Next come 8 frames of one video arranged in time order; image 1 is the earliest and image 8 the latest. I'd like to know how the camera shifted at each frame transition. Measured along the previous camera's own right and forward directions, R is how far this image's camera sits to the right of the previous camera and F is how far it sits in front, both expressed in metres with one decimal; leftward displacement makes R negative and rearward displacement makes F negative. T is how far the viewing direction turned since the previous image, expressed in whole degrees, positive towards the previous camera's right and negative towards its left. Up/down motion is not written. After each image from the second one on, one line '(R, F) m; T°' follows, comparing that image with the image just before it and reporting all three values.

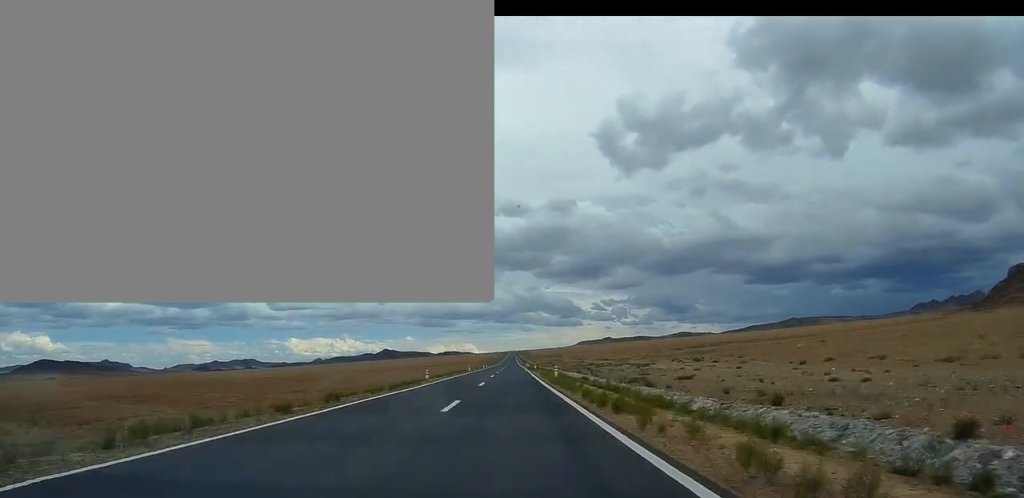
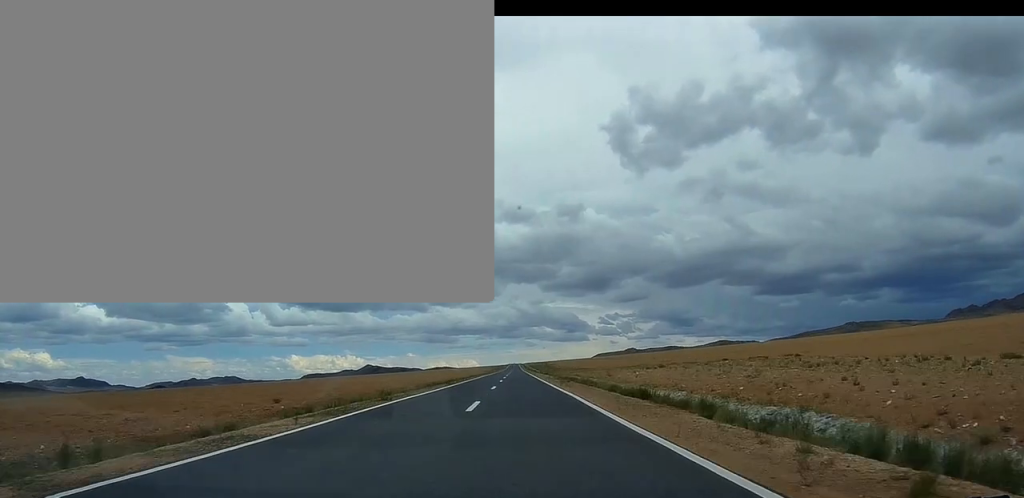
(-0.7, +484.6) m; 0°
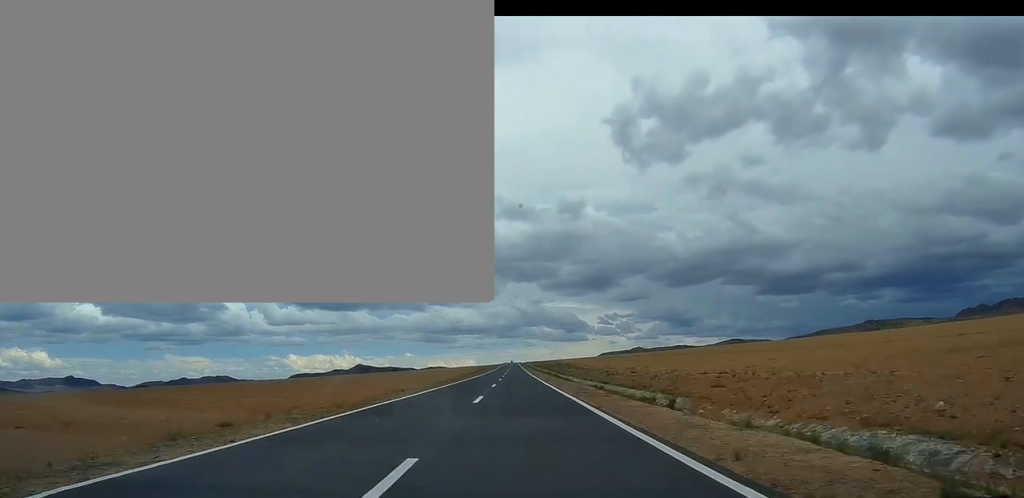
(+0.1, +141.1) m; 0°
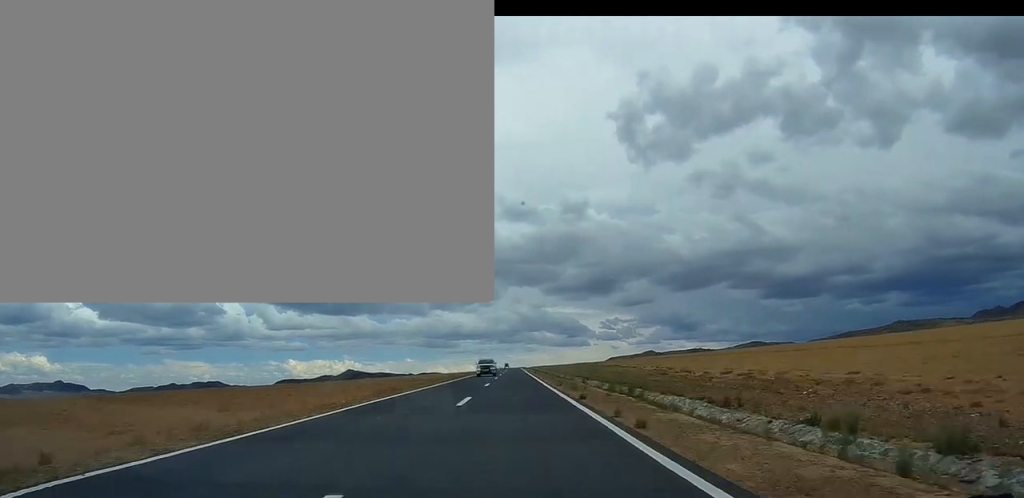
(+0.3, +176.4) m; 0°
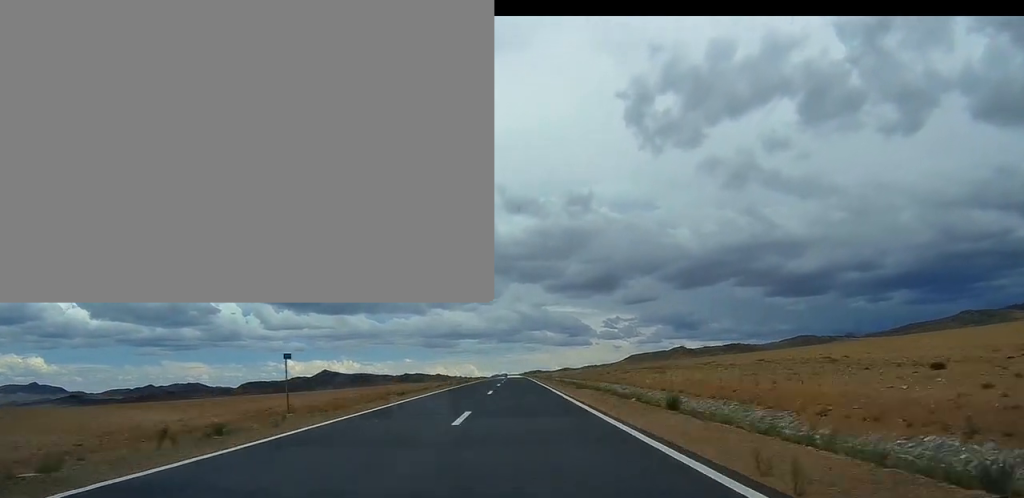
(-0.3, +346.1) m; 0°
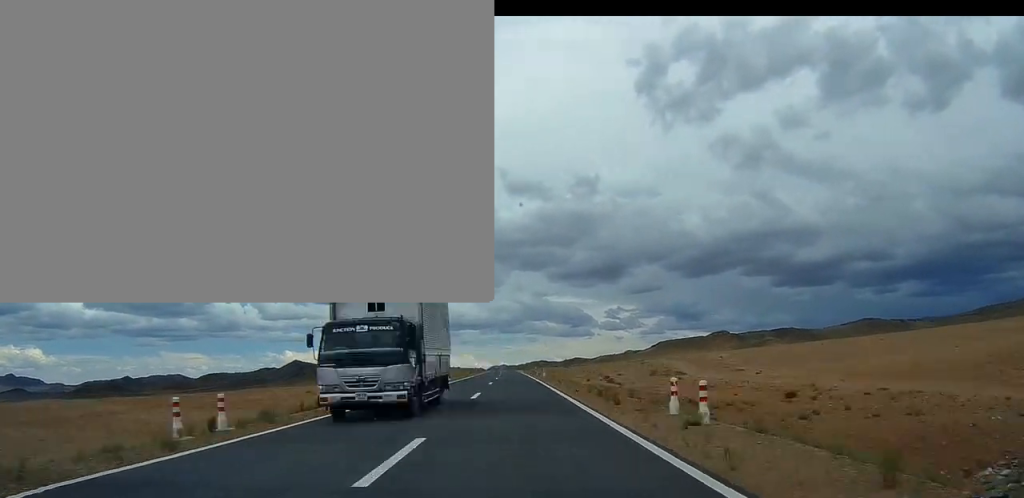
(-1.4, +311.2) m; -1°
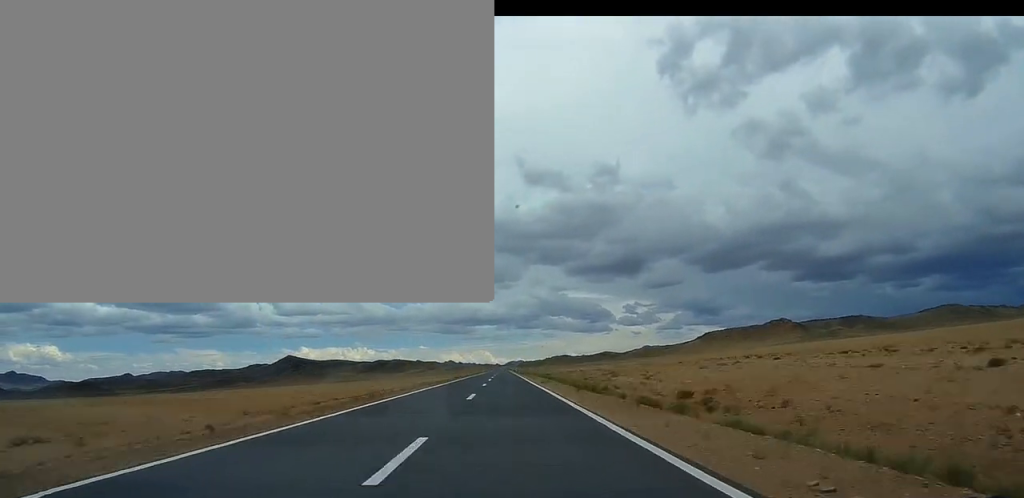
(-1.8, +203.6) m; -1°
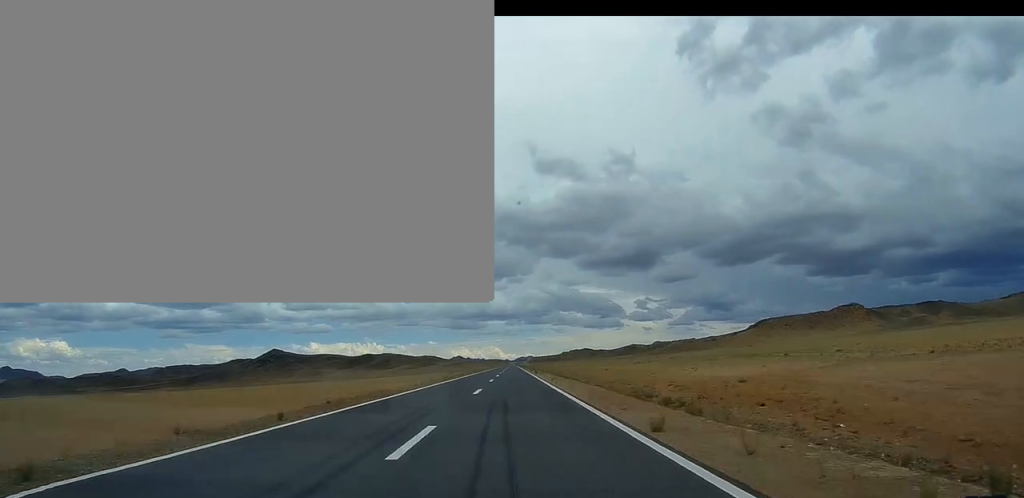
(-1.5, +184.3) m; 0°
